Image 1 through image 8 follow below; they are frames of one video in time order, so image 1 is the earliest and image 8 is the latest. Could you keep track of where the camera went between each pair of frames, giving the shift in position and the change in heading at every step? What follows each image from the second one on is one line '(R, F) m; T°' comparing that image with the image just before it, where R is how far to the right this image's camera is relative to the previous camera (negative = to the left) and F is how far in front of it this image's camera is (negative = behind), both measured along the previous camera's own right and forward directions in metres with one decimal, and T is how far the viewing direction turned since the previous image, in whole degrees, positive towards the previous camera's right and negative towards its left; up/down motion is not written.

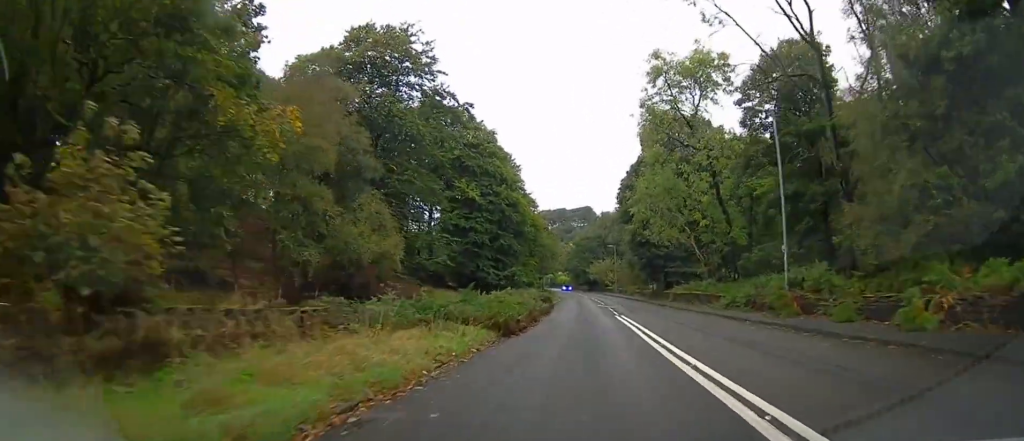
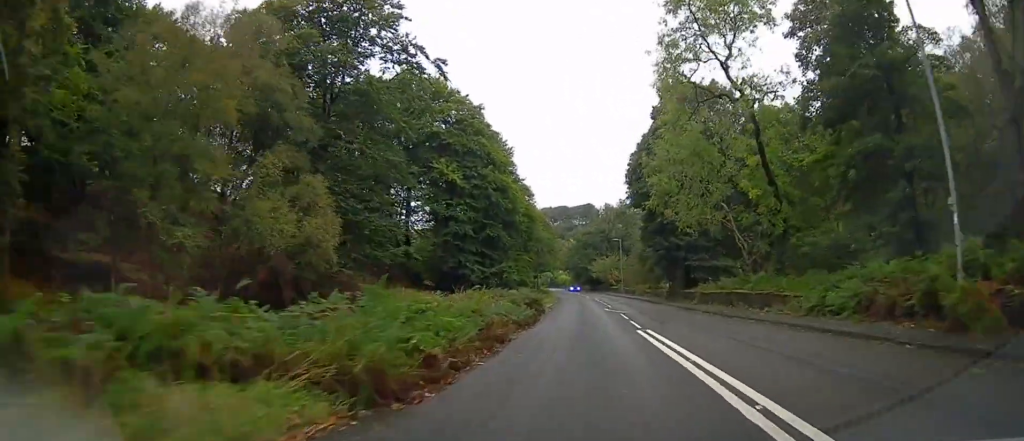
(+0.4, +10.9) m; 0°
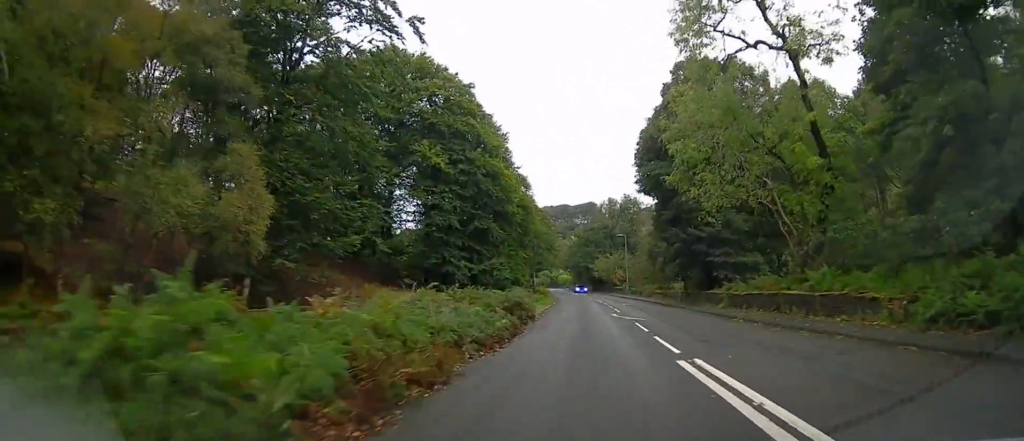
(0.0, +7.3) m; -1°
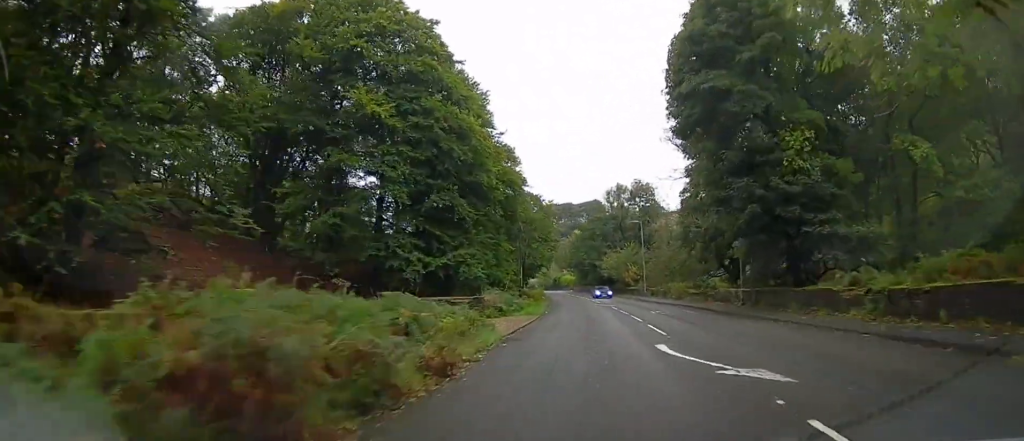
(-0.6, +16.4) m; -2°
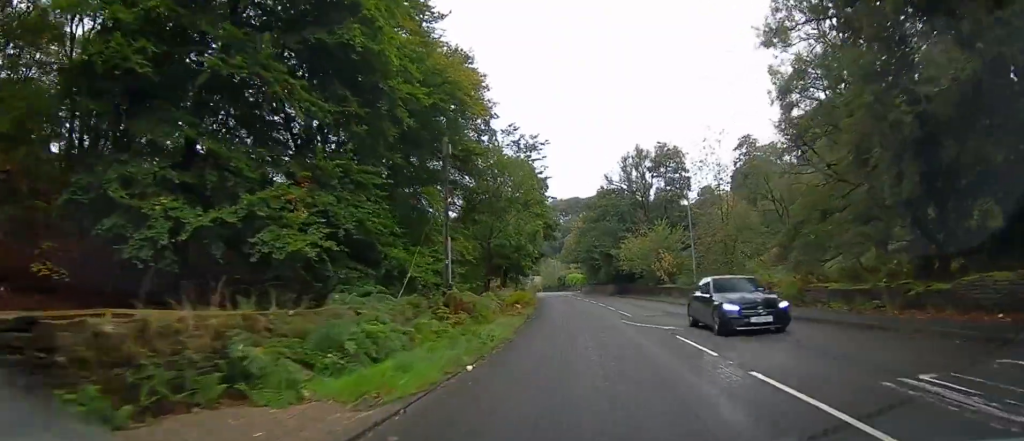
(+0.1, +24.2) m; +1°
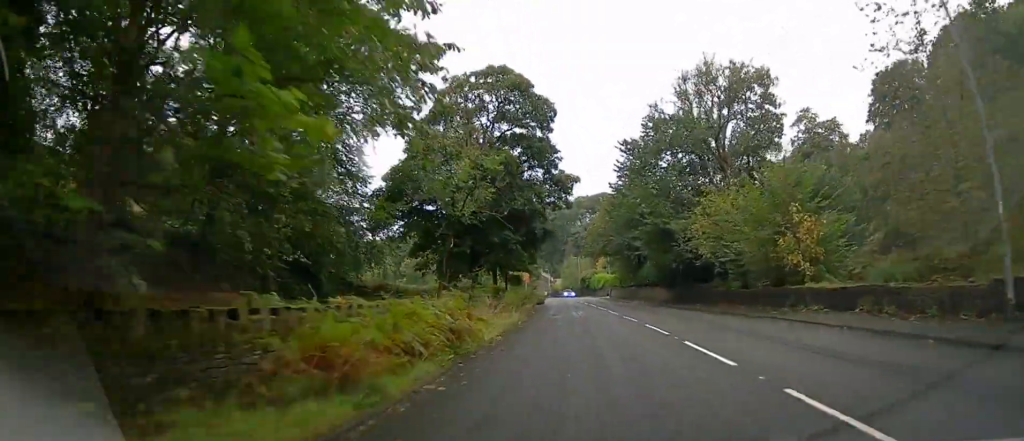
(-0.5, +28.4) m; -3°
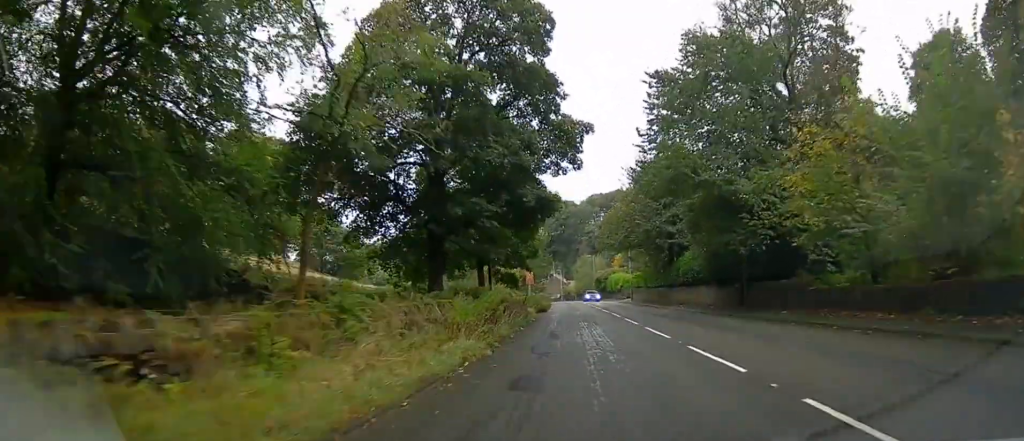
(-0.3, +12.7) m; -1°
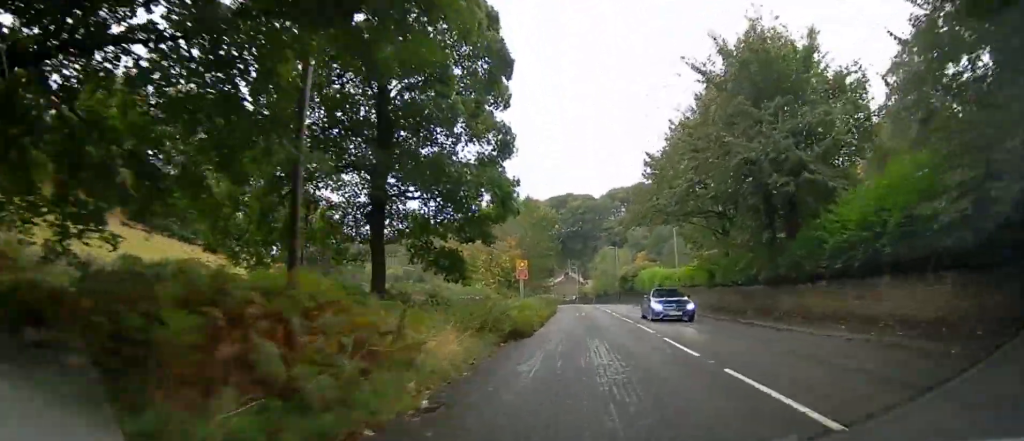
(+0.1, +21.2) m; -1°
